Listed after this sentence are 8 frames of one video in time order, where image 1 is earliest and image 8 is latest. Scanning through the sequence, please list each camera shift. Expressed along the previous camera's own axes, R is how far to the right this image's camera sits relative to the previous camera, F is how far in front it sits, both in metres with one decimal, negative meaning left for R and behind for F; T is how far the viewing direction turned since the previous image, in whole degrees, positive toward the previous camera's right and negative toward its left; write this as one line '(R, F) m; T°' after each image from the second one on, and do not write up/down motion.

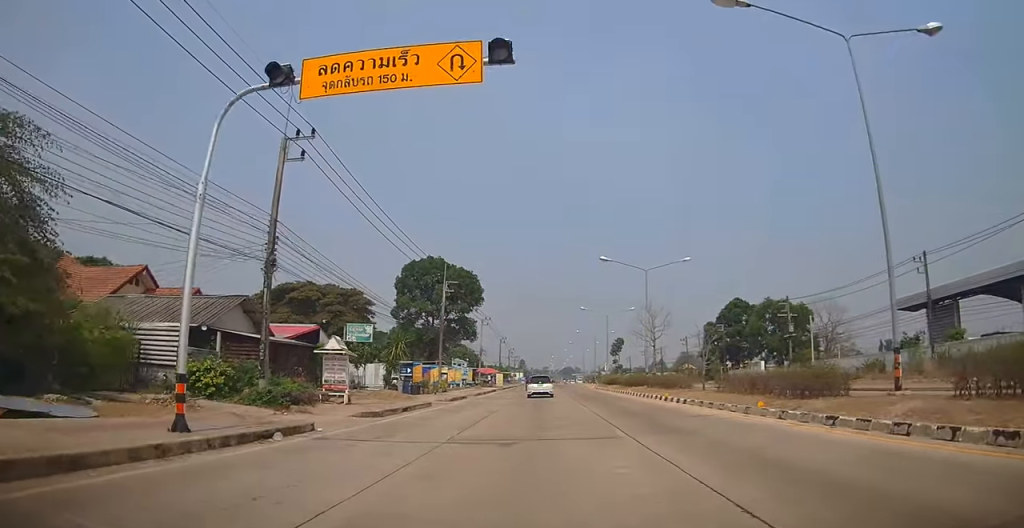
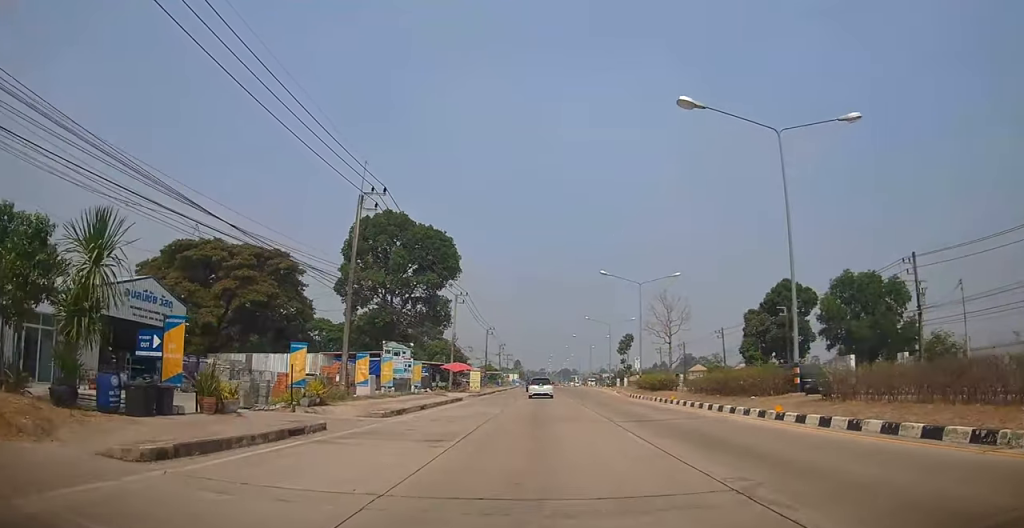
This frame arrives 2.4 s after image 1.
(+0.1, +23.7) m; 0°
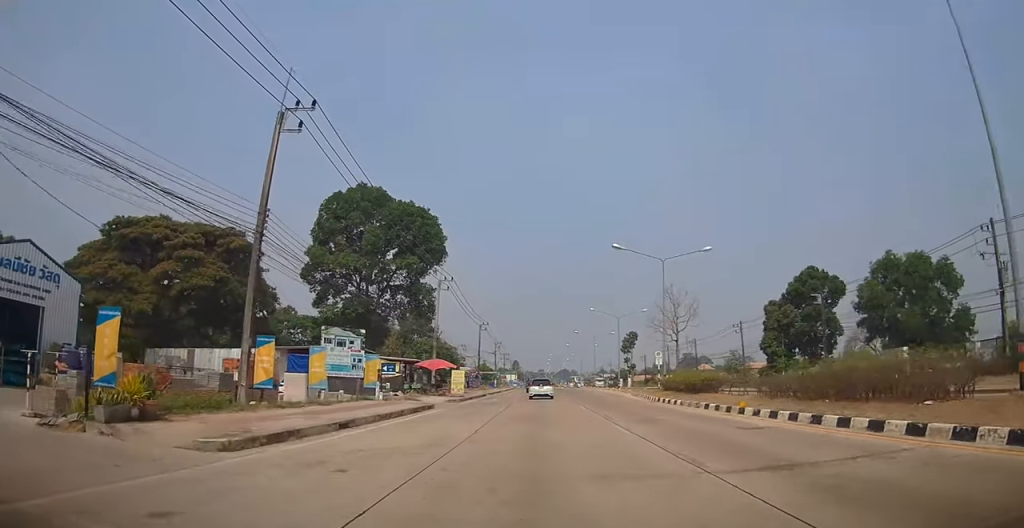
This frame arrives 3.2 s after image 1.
(0.0, +8.5) m; -1°
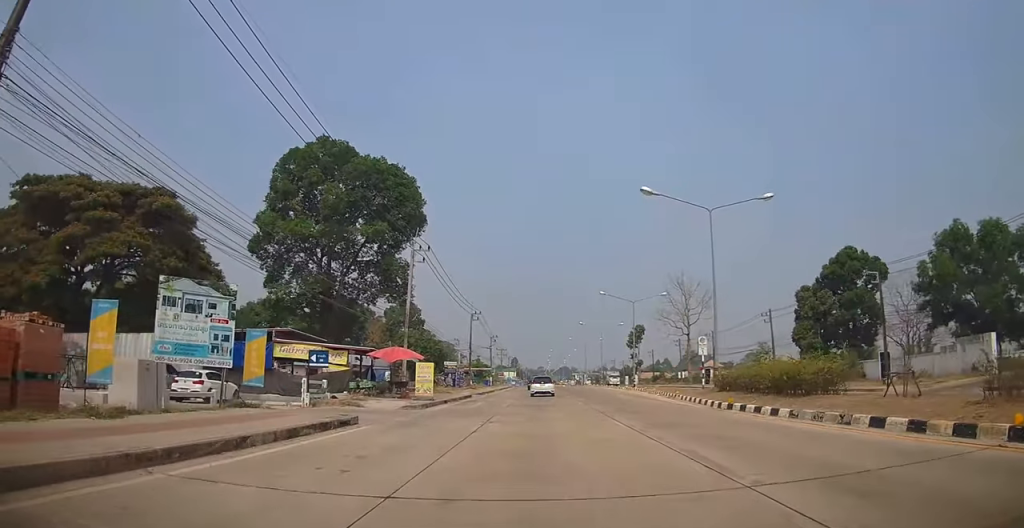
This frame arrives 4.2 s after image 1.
(-0.1, +10.2) m; 0°
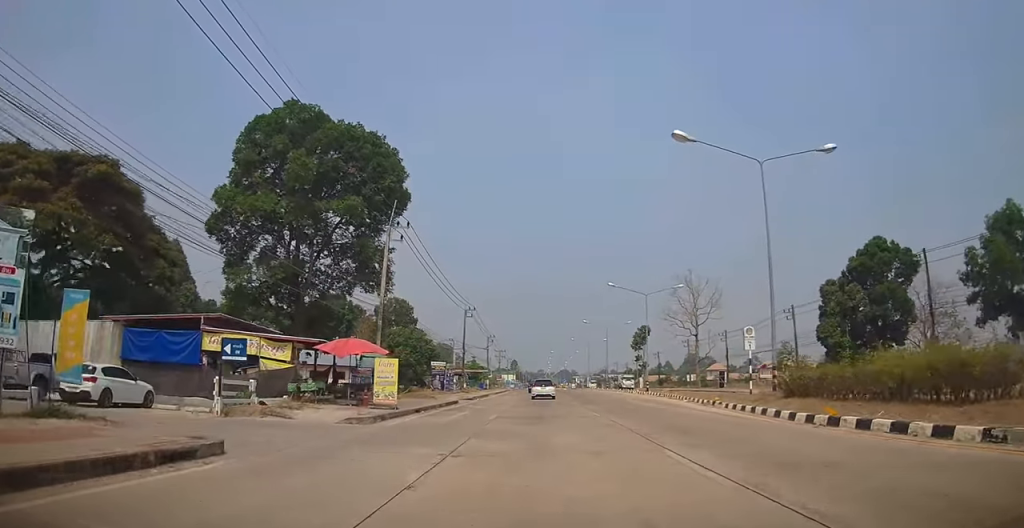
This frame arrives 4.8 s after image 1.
(0.0, +6.3) m; 0°
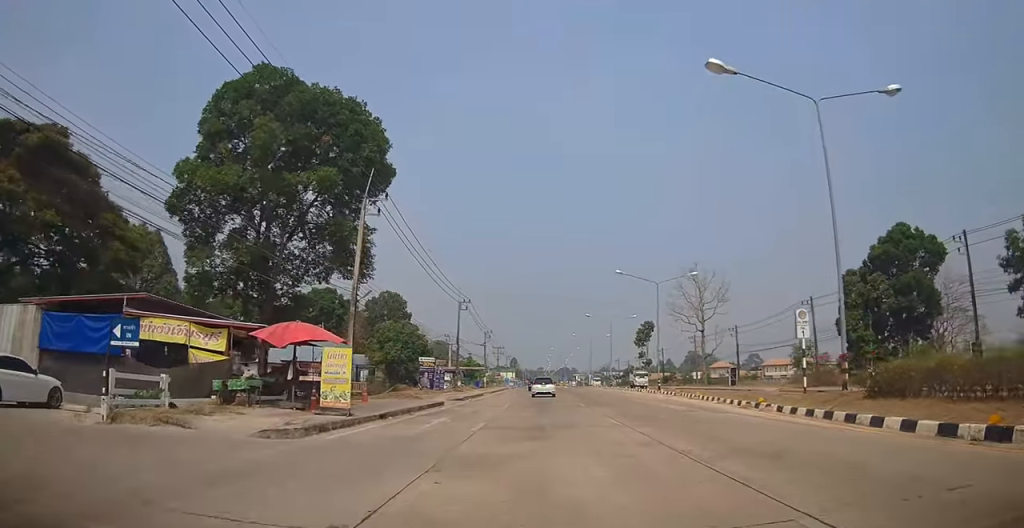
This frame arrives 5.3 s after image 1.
(0.0, +4.8) m; 0°
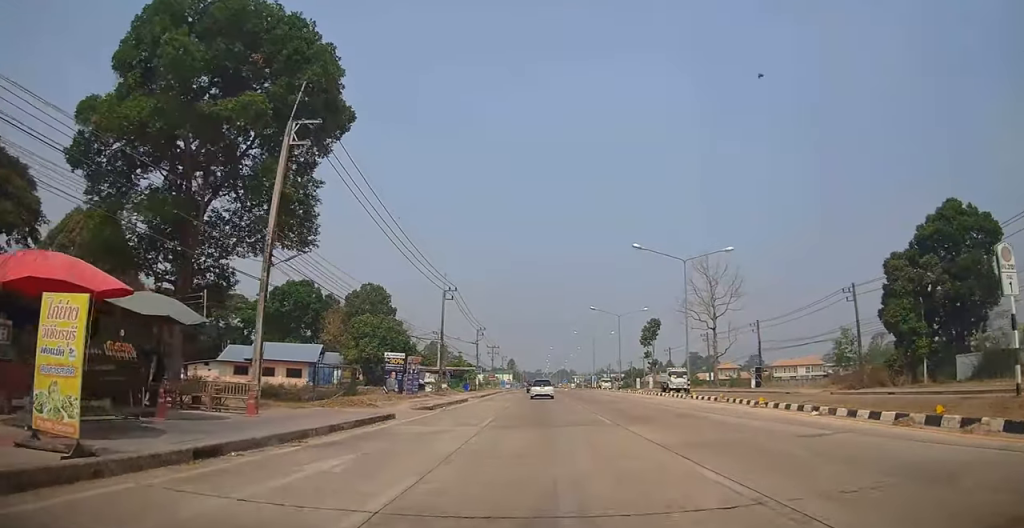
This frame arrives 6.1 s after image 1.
(0.0, +8.8) m; +1°
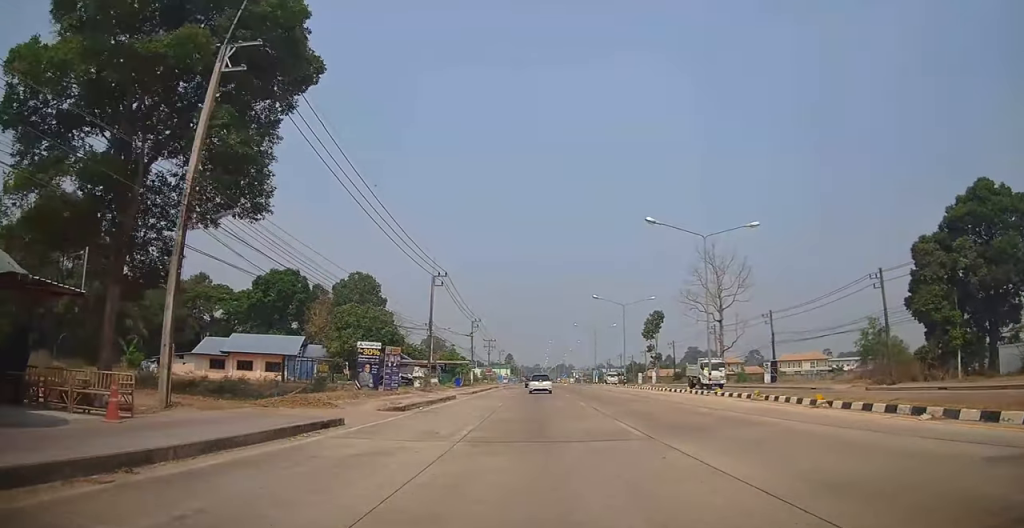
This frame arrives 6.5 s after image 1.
(-0.1, +4.7) m; +1°
